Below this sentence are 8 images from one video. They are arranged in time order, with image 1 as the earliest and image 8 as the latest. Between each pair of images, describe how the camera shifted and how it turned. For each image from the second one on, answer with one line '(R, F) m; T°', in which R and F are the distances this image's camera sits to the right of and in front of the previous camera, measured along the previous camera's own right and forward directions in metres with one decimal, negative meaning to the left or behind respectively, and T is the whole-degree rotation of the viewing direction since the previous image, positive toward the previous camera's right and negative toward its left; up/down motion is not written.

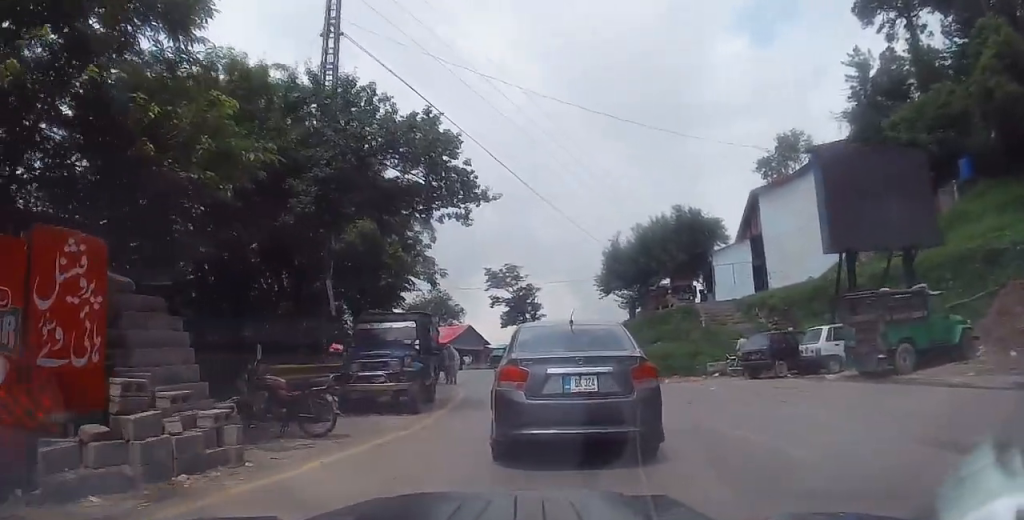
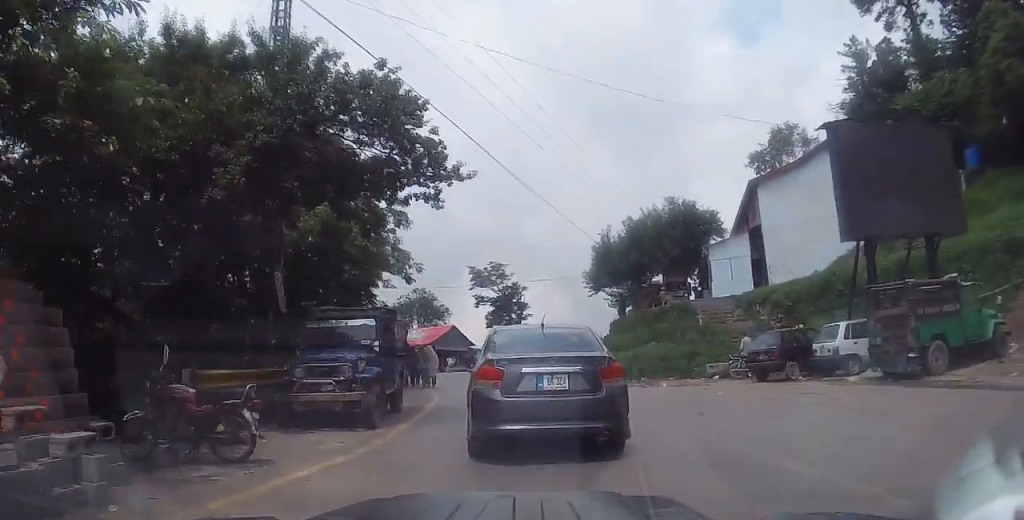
(-0.3, +2.1) m; 0°
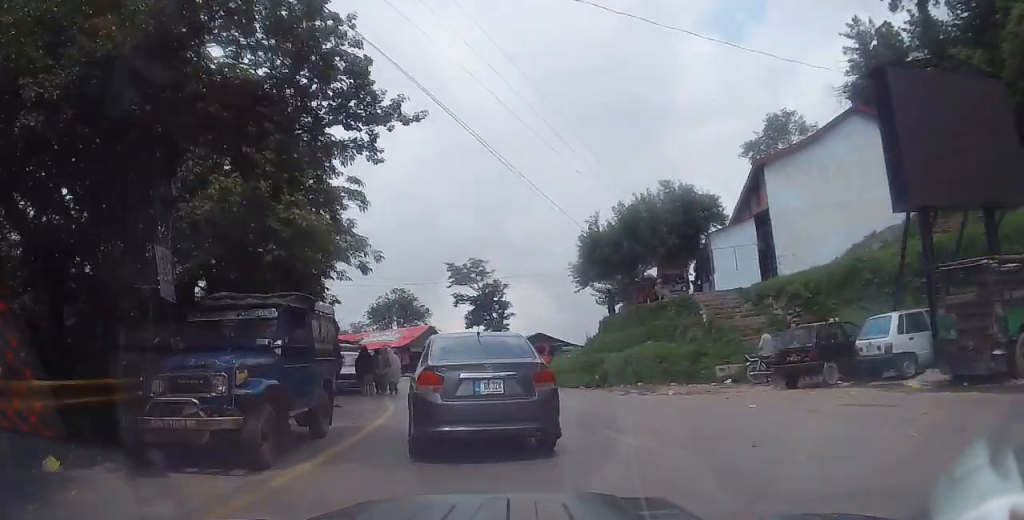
(+0.2, +3.5) m; +5°
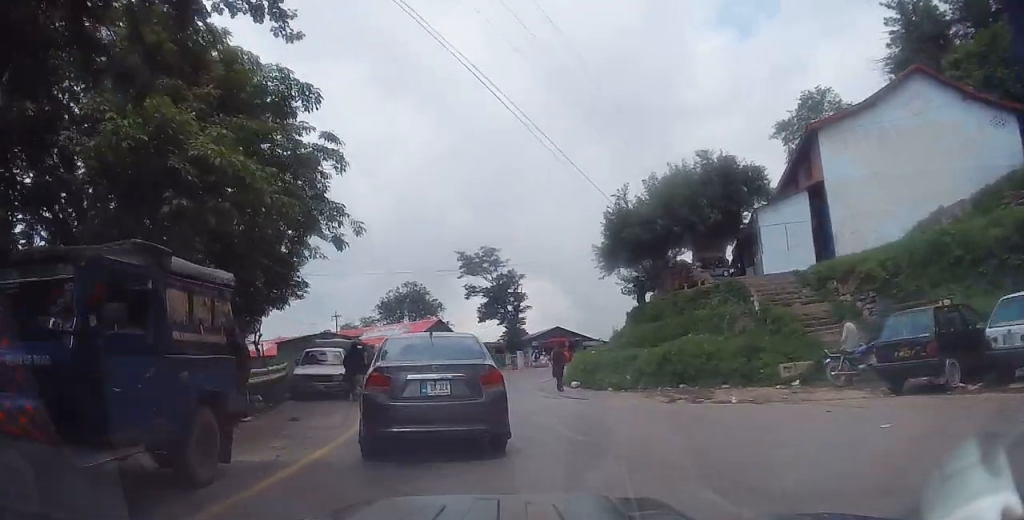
(+0.2, +4.0) m; -2°
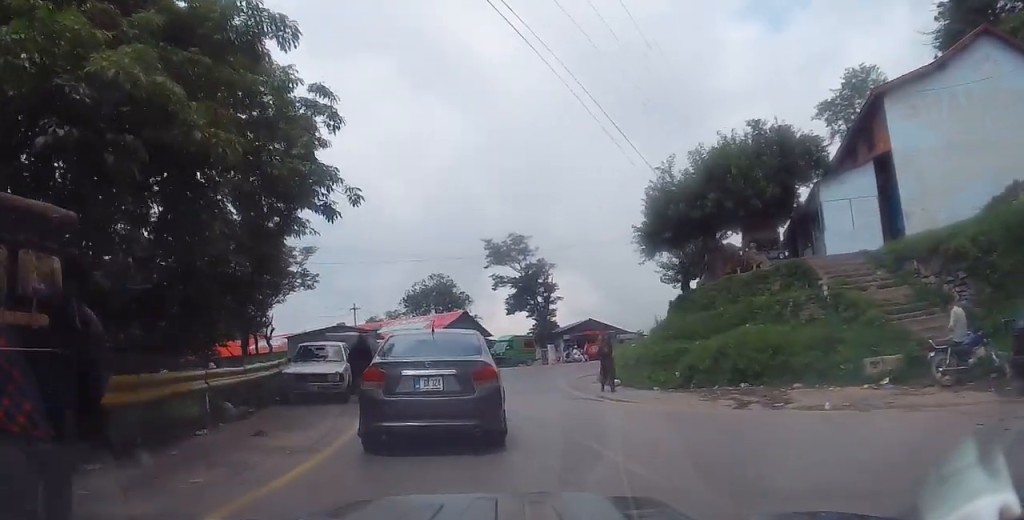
(-0.1, +2.9) m; -5°
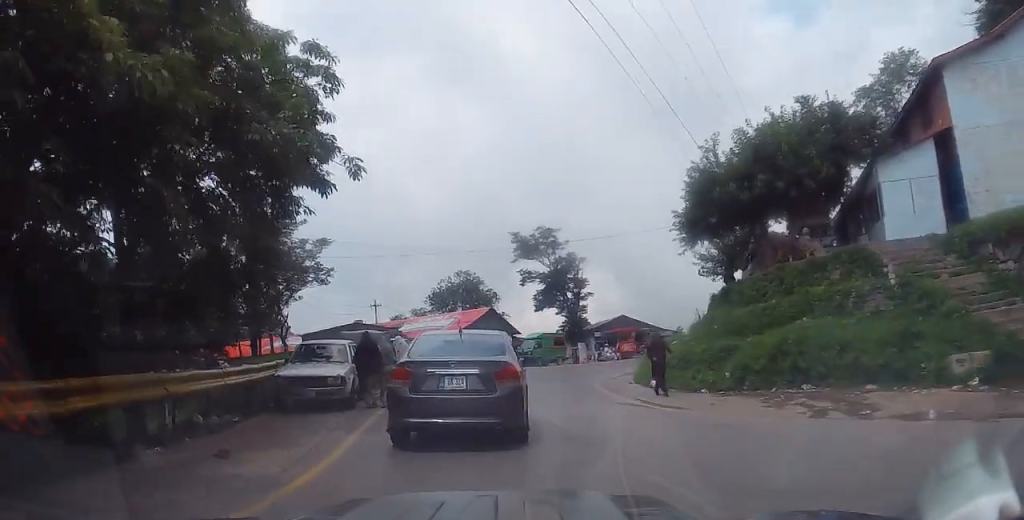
(-0.2, +2.1) m; -4°
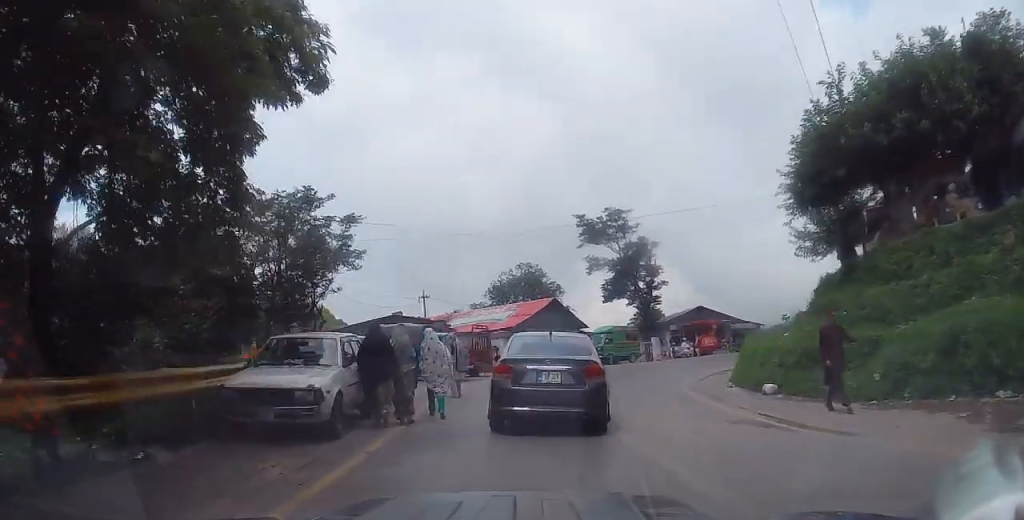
(0.0, +4.8) m; -1°
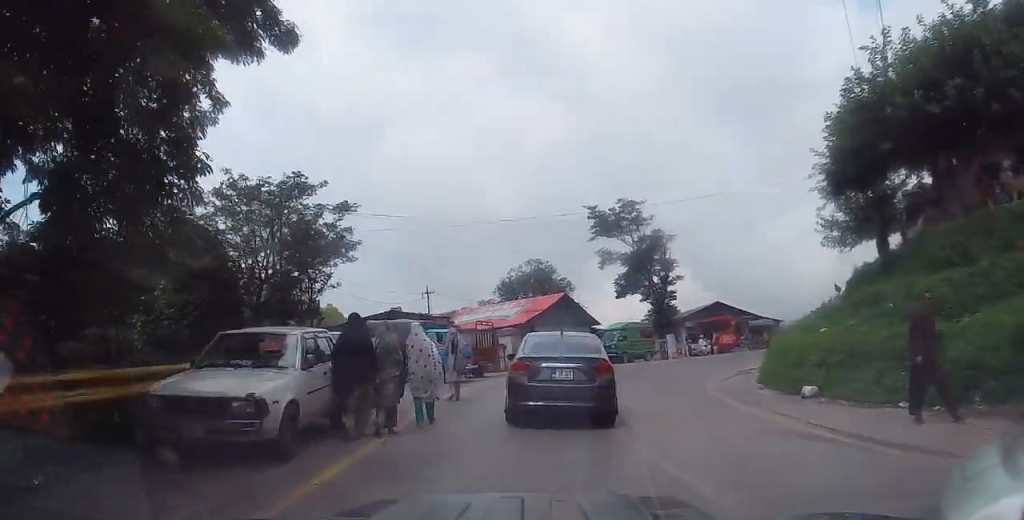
(0.0, +1.9) m; 0°
